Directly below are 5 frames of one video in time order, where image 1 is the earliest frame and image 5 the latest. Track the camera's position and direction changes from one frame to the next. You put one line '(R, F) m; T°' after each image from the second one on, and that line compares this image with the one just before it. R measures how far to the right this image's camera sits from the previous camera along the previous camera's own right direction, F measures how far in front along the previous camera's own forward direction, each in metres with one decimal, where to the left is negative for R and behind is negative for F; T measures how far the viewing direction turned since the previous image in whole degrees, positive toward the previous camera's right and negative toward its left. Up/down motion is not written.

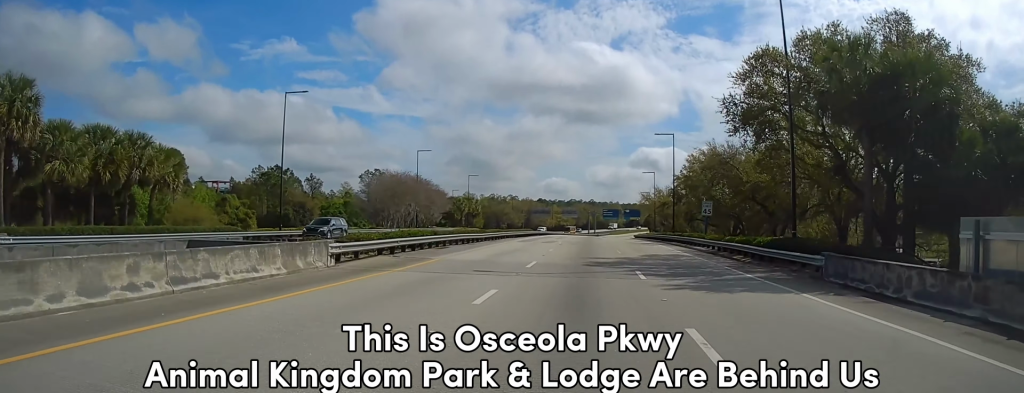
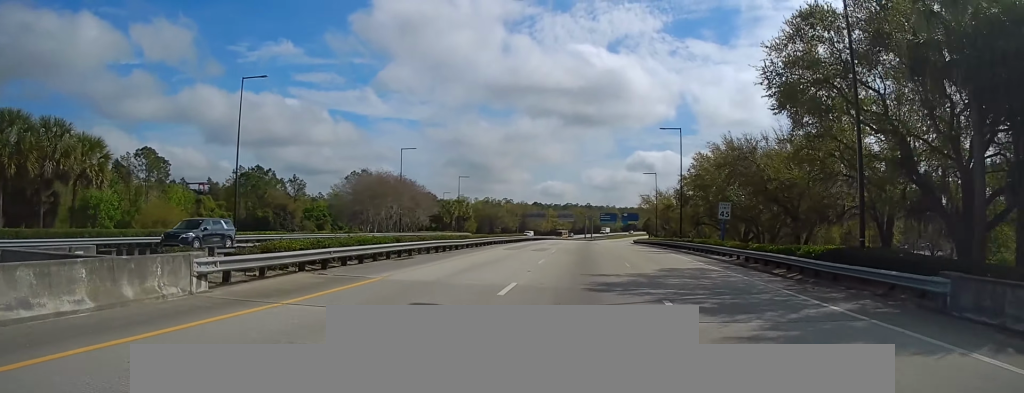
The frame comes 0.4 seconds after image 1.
(-0.1, +8.0) m; 0°
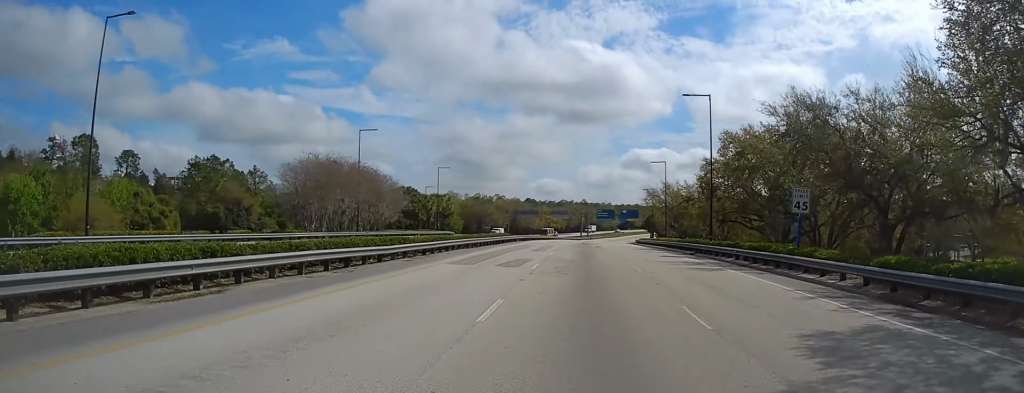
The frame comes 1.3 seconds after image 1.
(0.0, +17.9) m; +1°
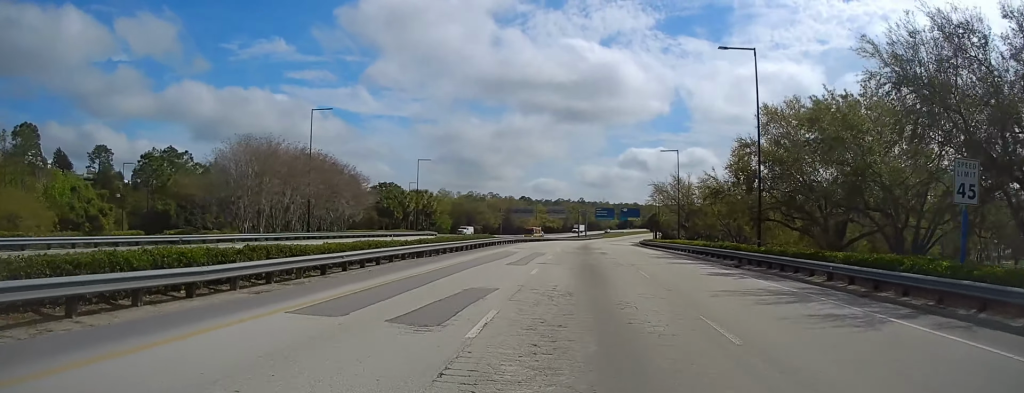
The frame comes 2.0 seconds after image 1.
(+0.1, +14.7) m; +1°
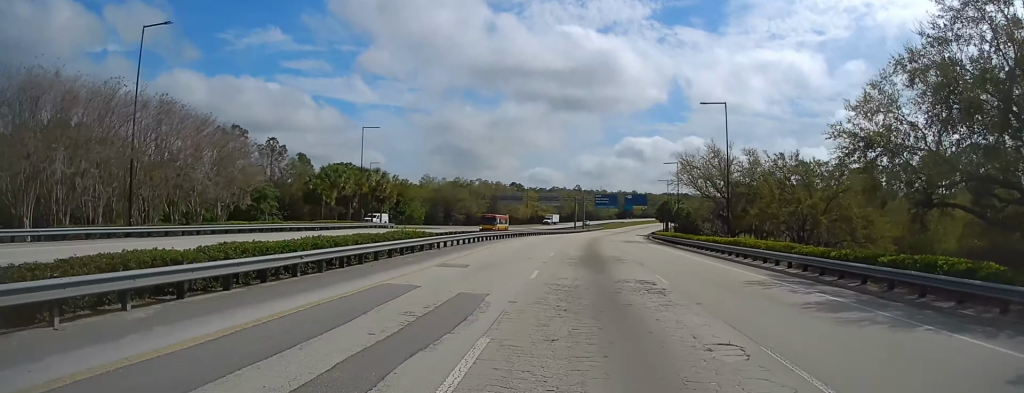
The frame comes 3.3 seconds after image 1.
(+0.4, +28.7) m; +2°
